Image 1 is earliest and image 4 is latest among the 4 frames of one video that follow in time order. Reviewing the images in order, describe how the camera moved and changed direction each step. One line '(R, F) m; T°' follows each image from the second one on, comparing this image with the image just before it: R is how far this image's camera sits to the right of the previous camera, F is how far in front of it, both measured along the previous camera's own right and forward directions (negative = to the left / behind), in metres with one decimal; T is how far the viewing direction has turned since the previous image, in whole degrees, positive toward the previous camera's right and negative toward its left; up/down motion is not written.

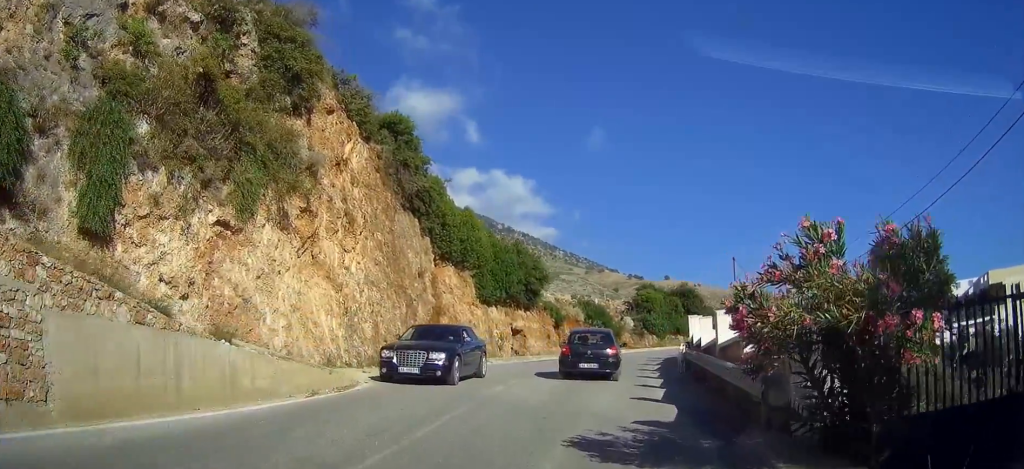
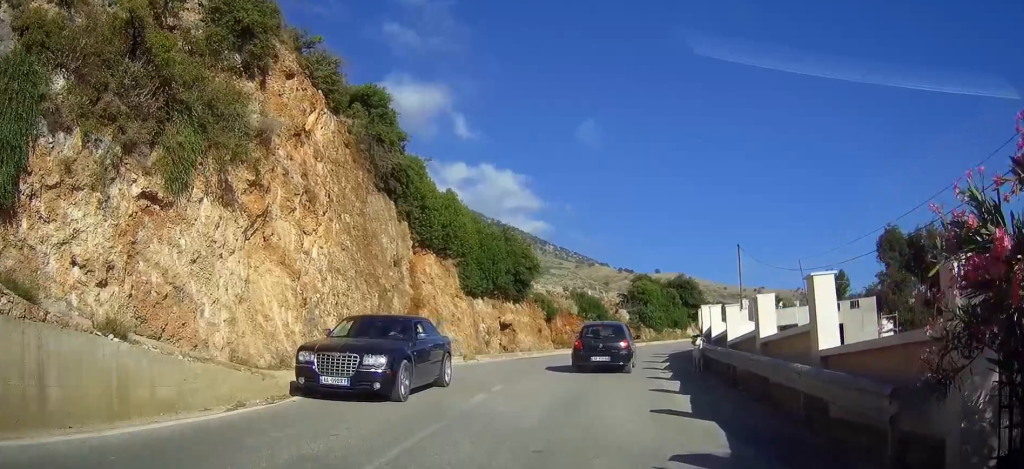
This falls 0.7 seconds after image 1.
(0.0, +3.3) m; 0°
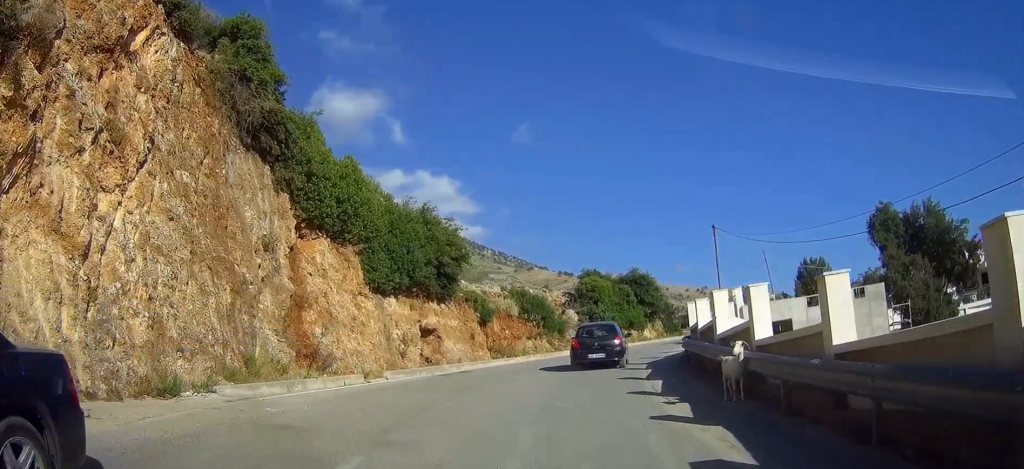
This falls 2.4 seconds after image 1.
(+0.4, +7.8) m; +5°
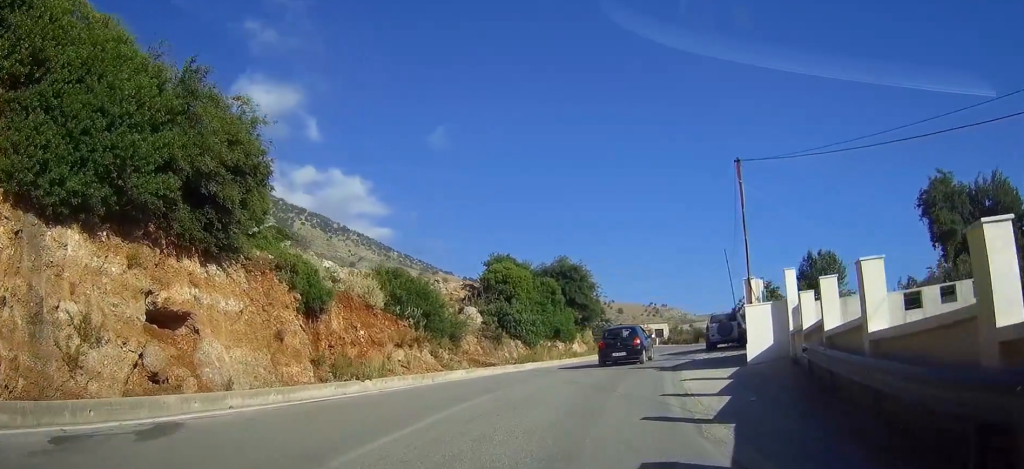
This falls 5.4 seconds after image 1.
(+0.8, +16.8) m; +6°
